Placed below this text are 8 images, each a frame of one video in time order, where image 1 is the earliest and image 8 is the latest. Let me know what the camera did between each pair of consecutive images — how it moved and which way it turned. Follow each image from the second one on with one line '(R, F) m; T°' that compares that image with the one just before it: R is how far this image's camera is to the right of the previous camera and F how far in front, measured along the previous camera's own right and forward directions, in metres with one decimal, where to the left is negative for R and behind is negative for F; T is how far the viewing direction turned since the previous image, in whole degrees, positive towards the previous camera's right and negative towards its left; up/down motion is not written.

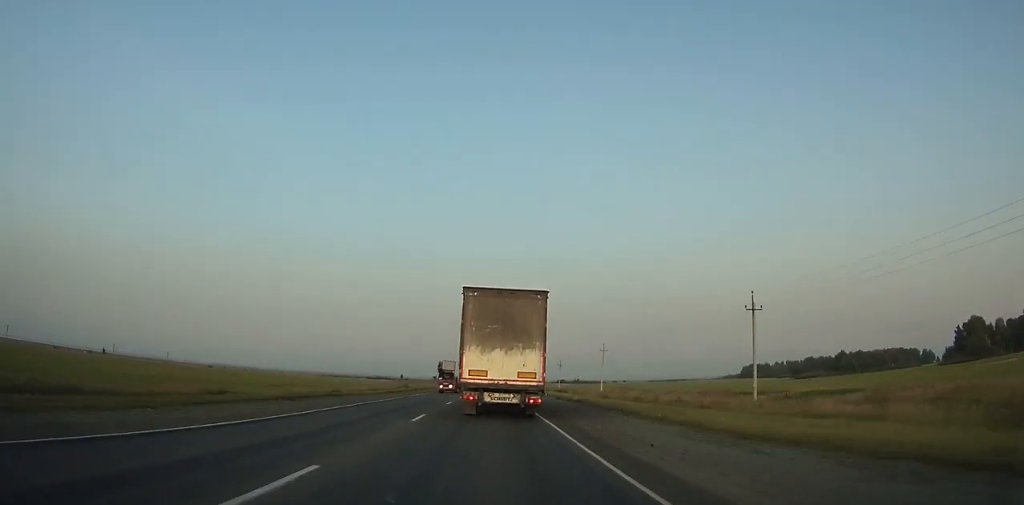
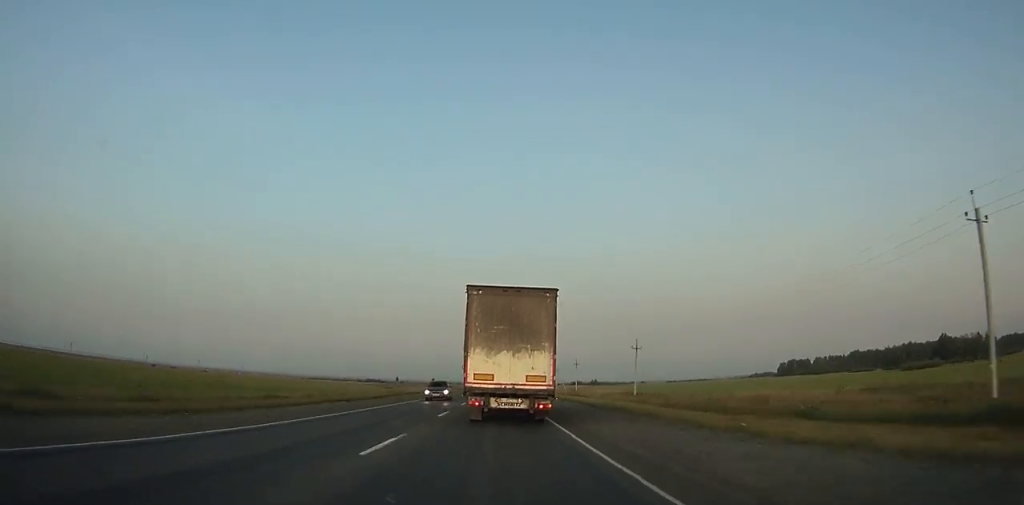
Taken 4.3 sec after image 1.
(-0.3, +91.4) m; 0°
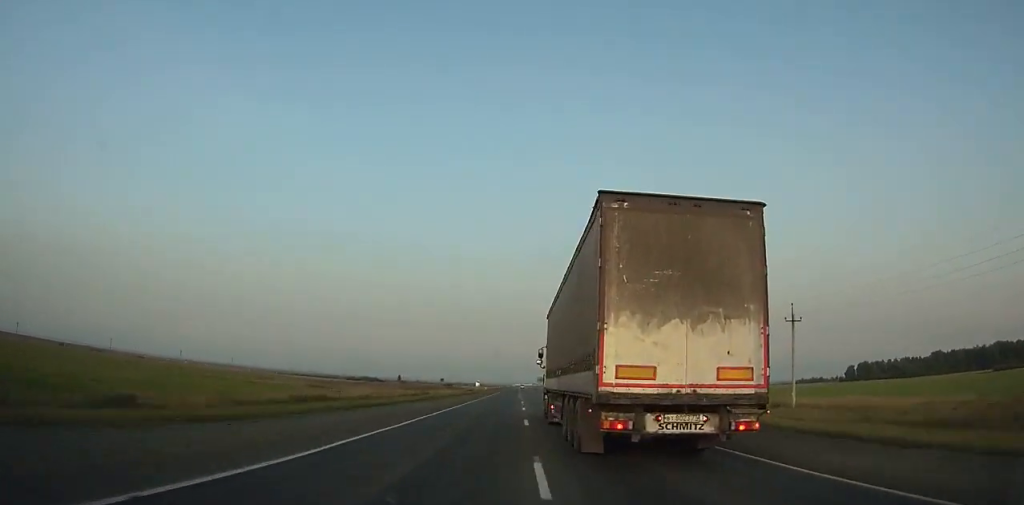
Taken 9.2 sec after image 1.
(-0.8, +112.0) m; 0°
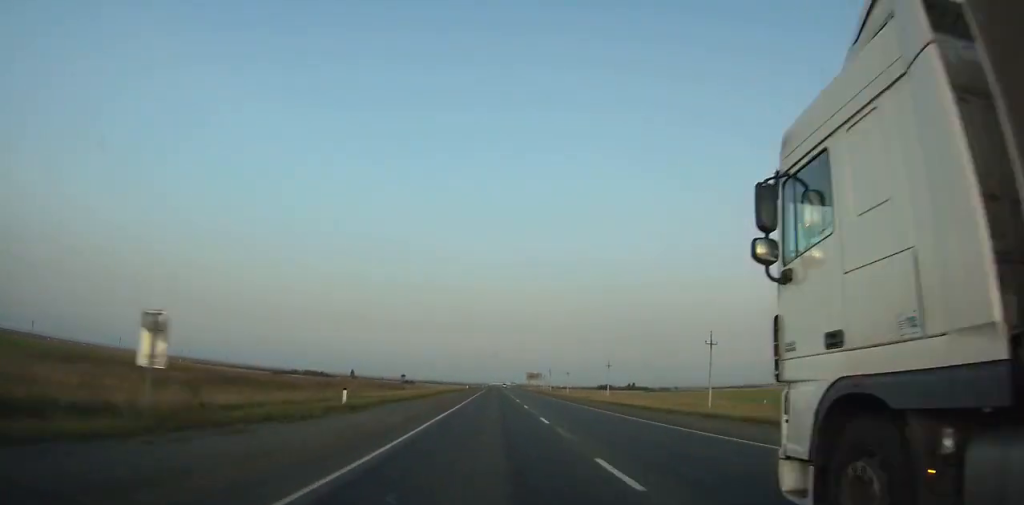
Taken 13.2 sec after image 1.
(+0.6, +100.2) m; +1°
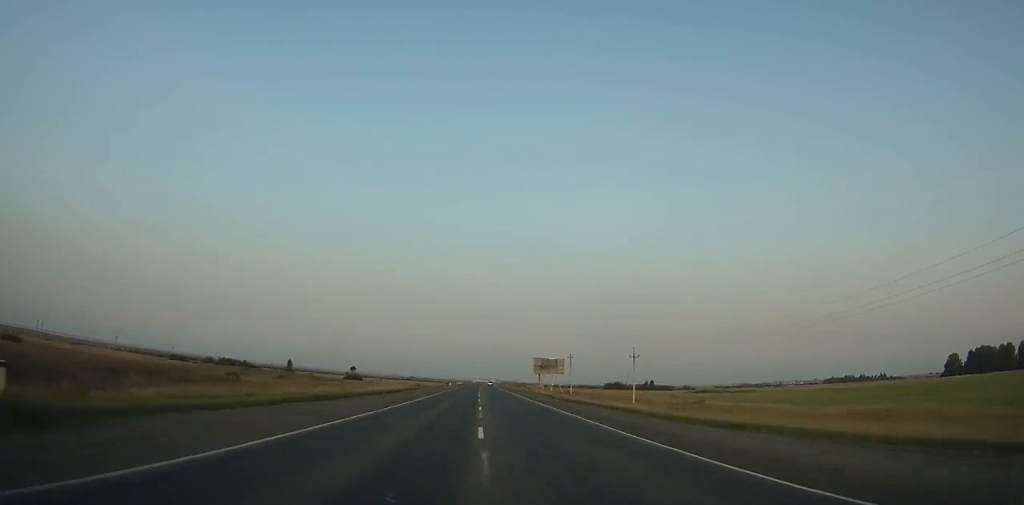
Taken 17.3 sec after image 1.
(+0.8, +110.7) m; +1°
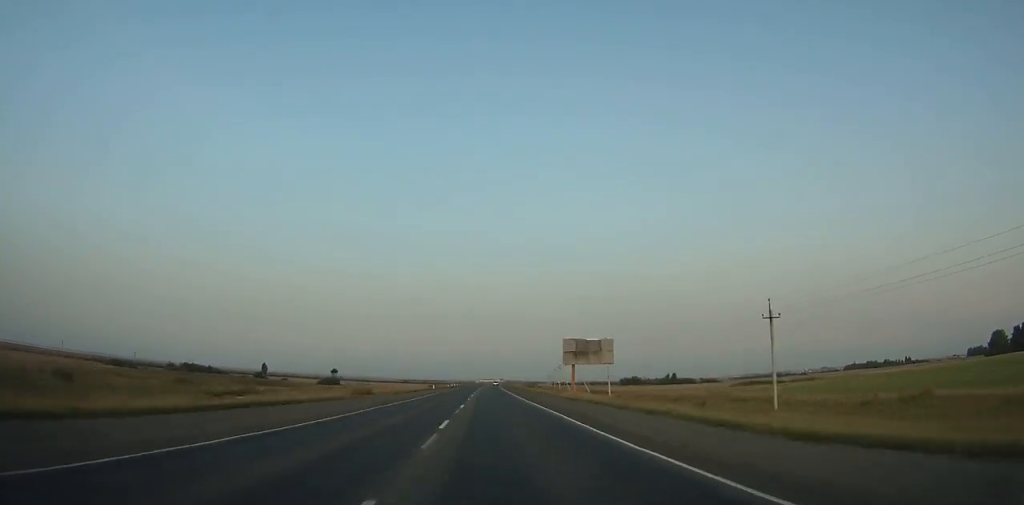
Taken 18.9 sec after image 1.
(+0.2, +44.2) m; 0°
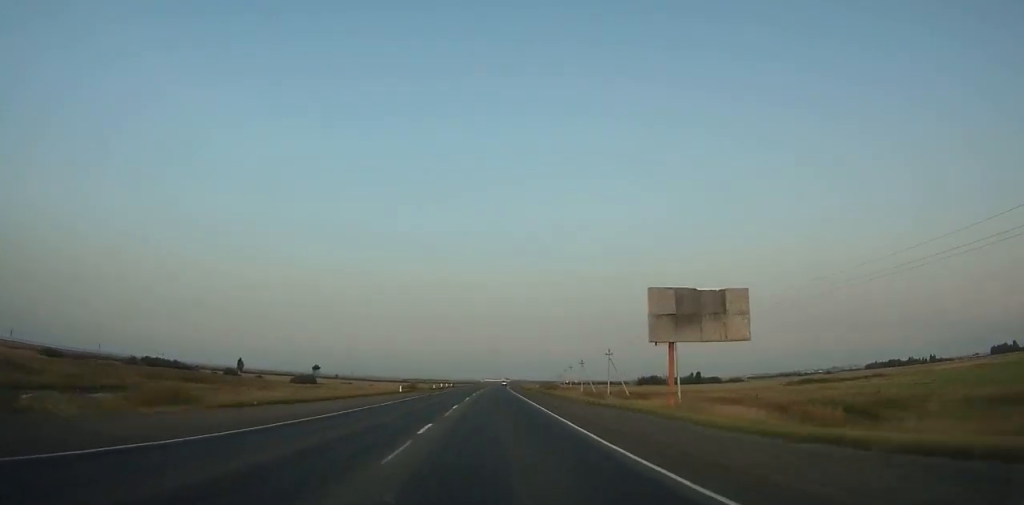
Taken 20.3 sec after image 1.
(0.0, +38.6) m; 0°
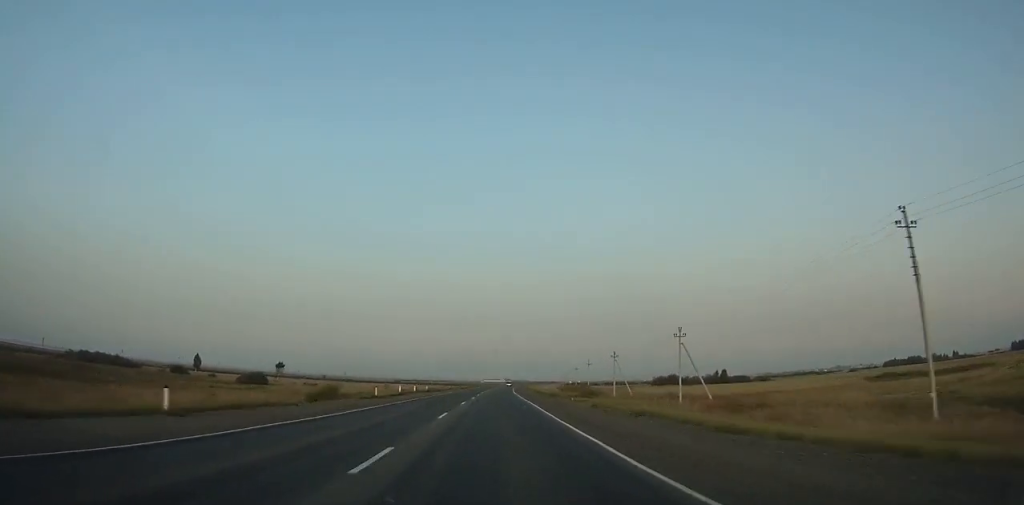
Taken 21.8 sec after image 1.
(-0.1, +41.5) m; 0°
